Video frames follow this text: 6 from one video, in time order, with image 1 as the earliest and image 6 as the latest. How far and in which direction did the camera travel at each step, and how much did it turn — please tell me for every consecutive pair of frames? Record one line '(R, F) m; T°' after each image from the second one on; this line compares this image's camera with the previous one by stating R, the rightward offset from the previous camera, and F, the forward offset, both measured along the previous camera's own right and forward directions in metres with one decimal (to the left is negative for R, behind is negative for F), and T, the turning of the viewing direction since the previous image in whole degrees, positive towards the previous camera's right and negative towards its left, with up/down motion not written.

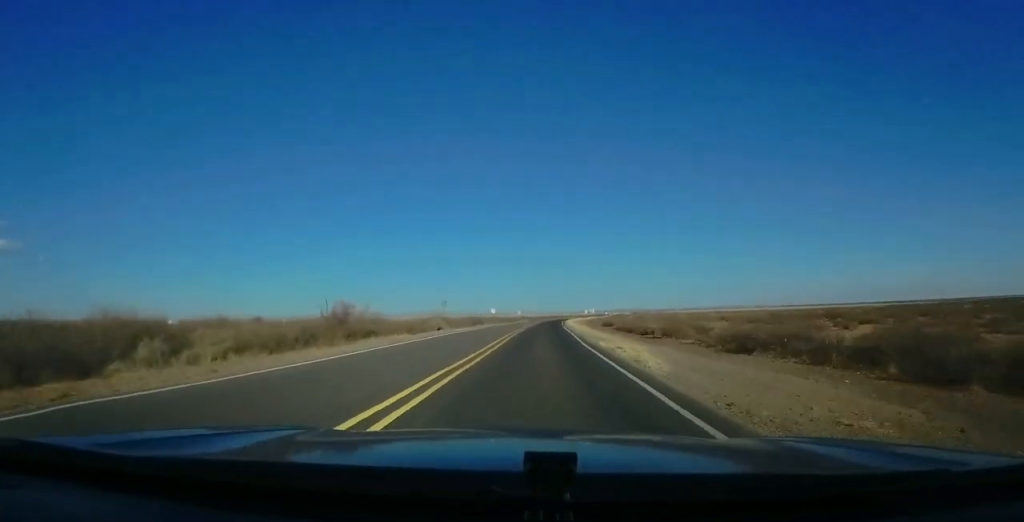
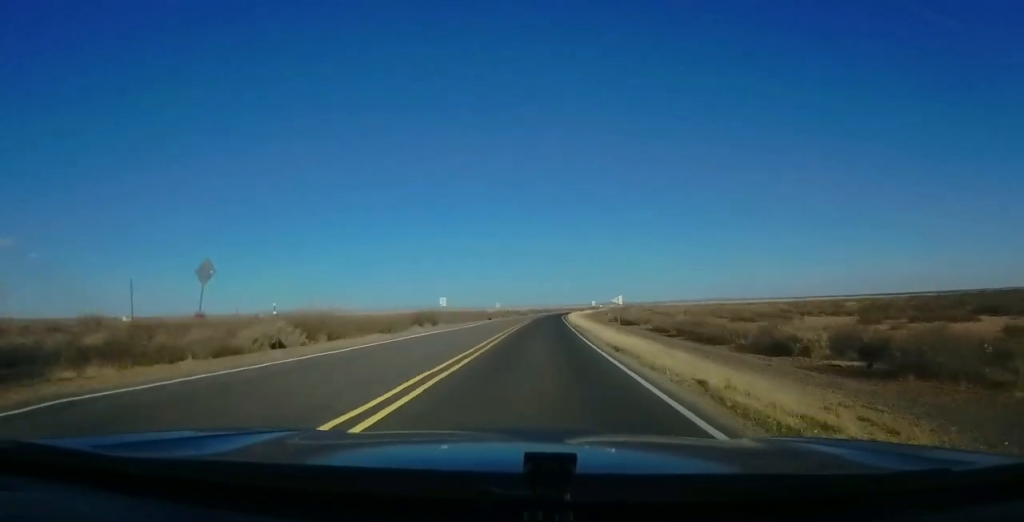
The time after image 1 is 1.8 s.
(+0.8, +44.2) m; +1°
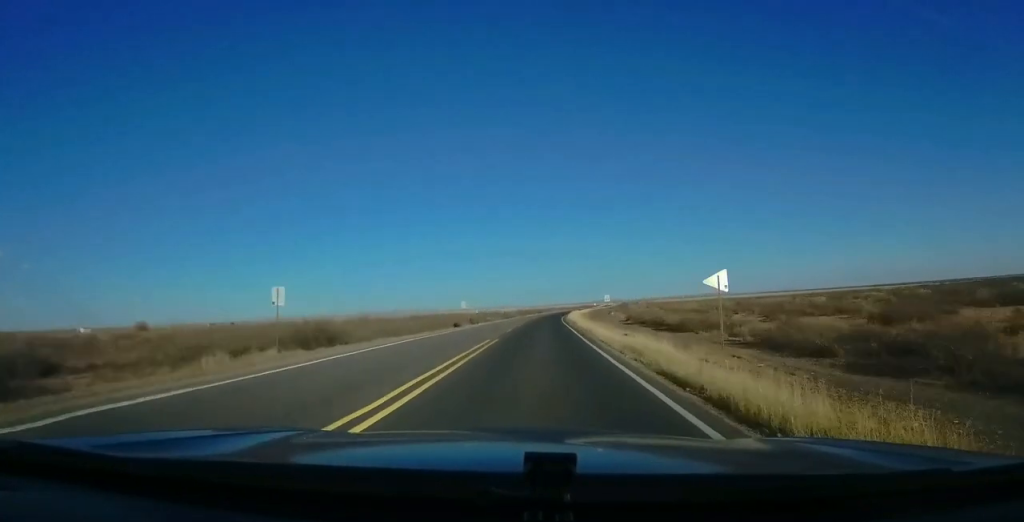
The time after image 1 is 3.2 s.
(-0.3, +35.7) m; +1°
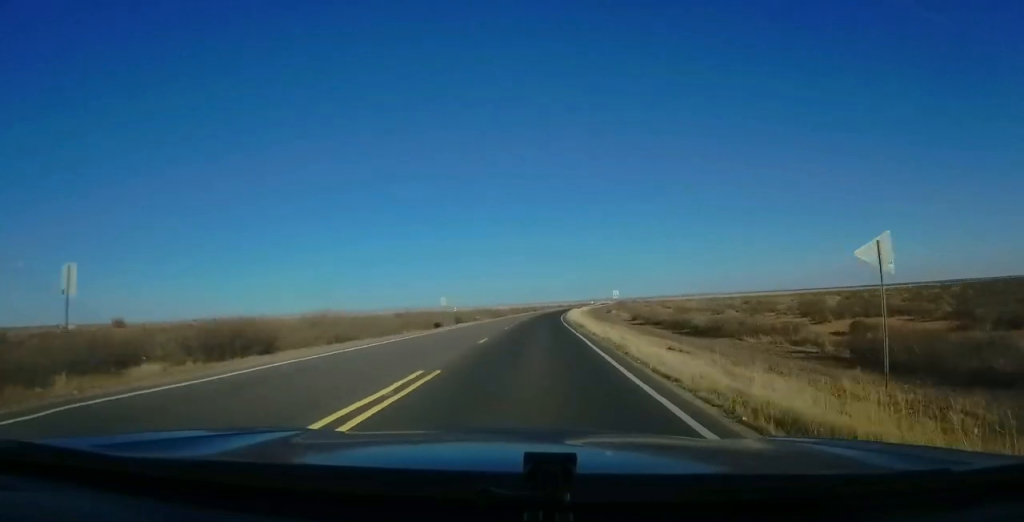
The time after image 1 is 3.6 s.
(0.0, +11.9) m; +1°
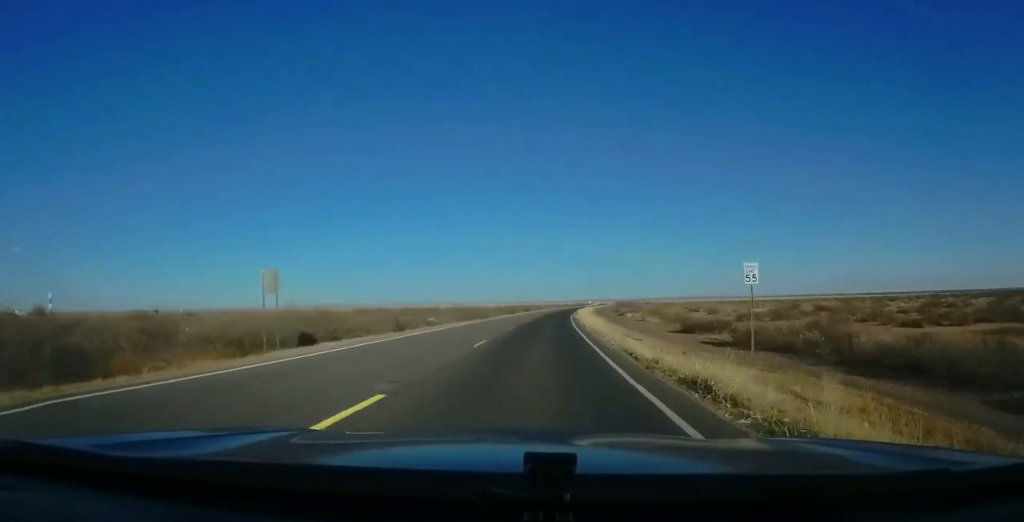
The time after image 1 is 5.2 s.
(+0.4, +39.0) m; 0°
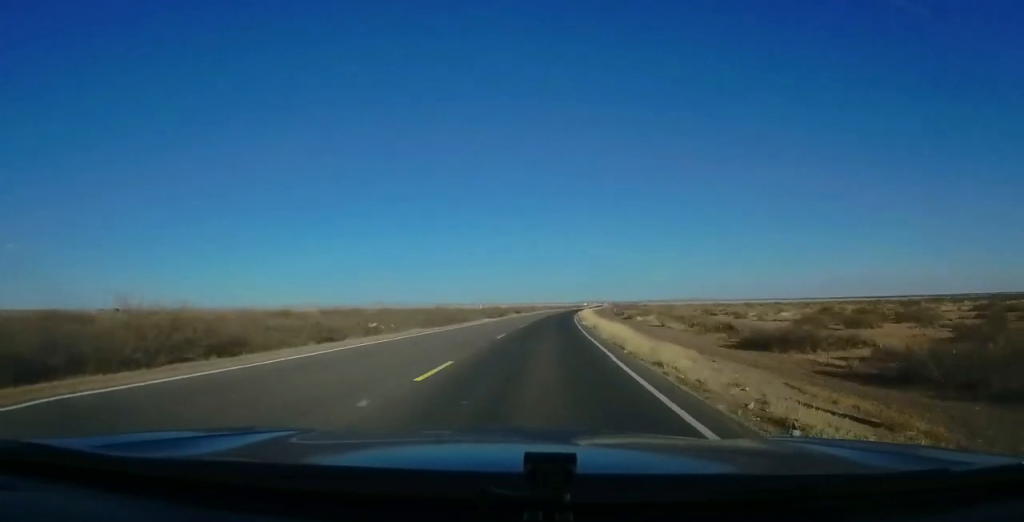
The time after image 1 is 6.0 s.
(-0.1, +20.4) m; +1°
